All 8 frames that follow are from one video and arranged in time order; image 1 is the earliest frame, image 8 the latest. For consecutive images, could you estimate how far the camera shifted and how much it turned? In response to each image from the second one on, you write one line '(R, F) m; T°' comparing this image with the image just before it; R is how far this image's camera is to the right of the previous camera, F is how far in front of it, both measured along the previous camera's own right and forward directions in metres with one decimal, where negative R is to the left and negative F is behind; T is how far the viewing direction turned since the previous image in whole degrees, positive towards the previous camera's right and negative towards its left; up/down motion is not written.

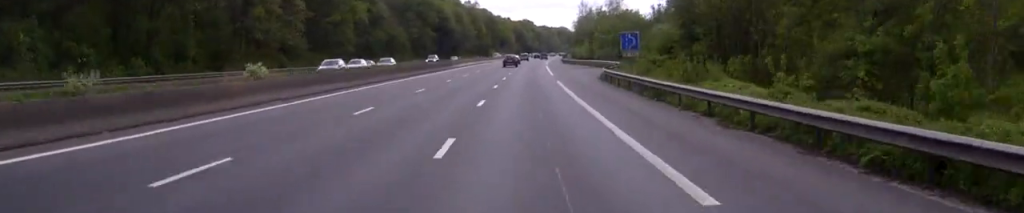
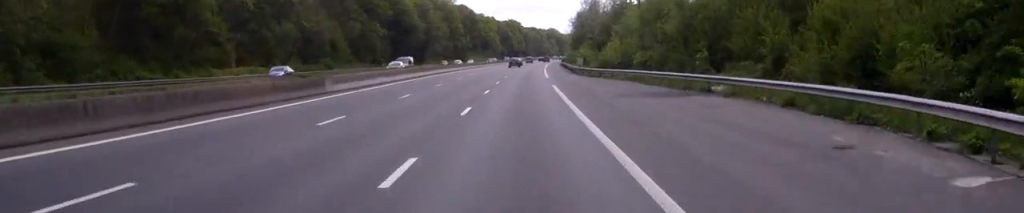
(+0.2, +54.4) m; 0°
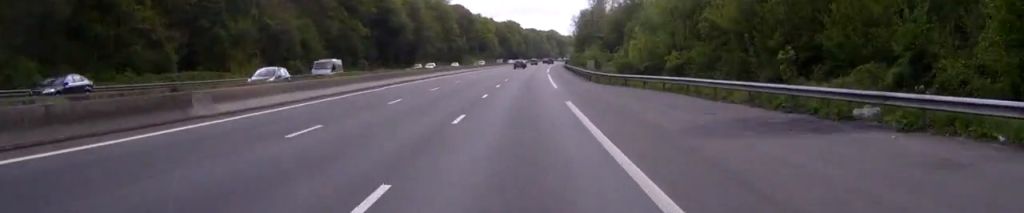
(0.0, +15.7) m; 0°
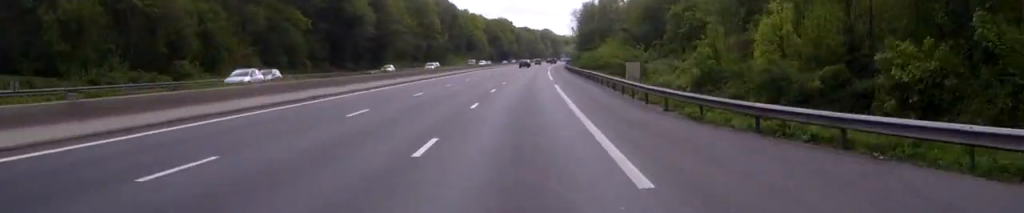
(+0.1, +33.1) m; +1°
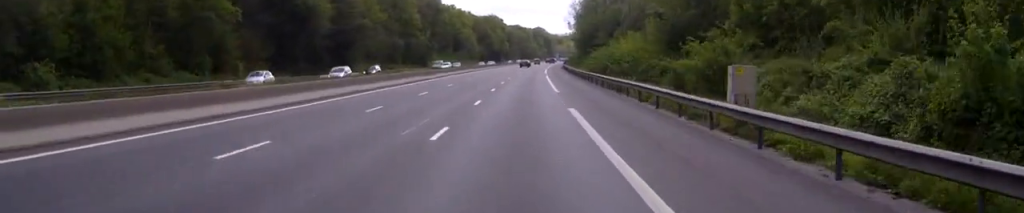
(+0.2, +22.8) m; +1°
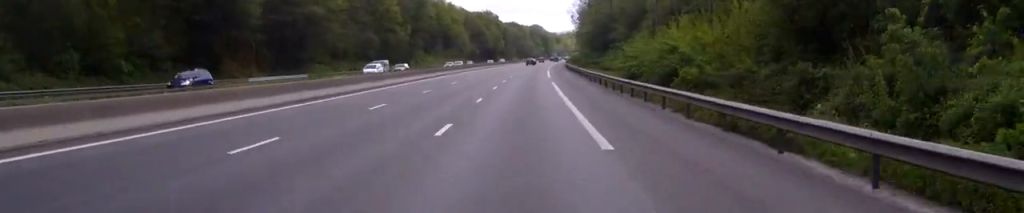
(+0.1, +25.2) m; 0°
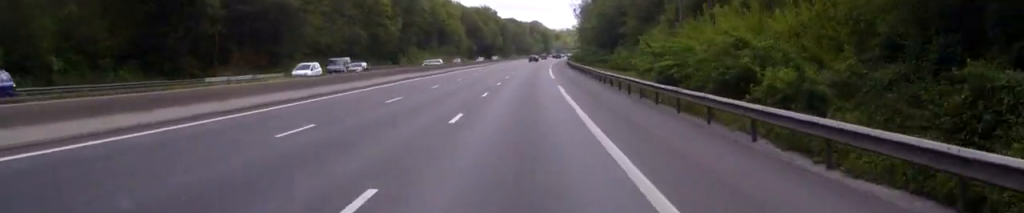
(-0.1, +10.2) m; 0°
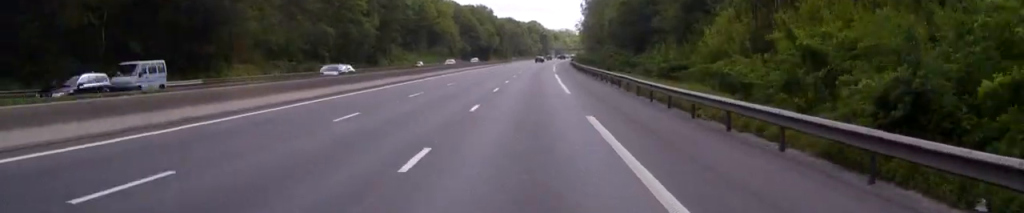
(0.0, +21.4) m; 0°
